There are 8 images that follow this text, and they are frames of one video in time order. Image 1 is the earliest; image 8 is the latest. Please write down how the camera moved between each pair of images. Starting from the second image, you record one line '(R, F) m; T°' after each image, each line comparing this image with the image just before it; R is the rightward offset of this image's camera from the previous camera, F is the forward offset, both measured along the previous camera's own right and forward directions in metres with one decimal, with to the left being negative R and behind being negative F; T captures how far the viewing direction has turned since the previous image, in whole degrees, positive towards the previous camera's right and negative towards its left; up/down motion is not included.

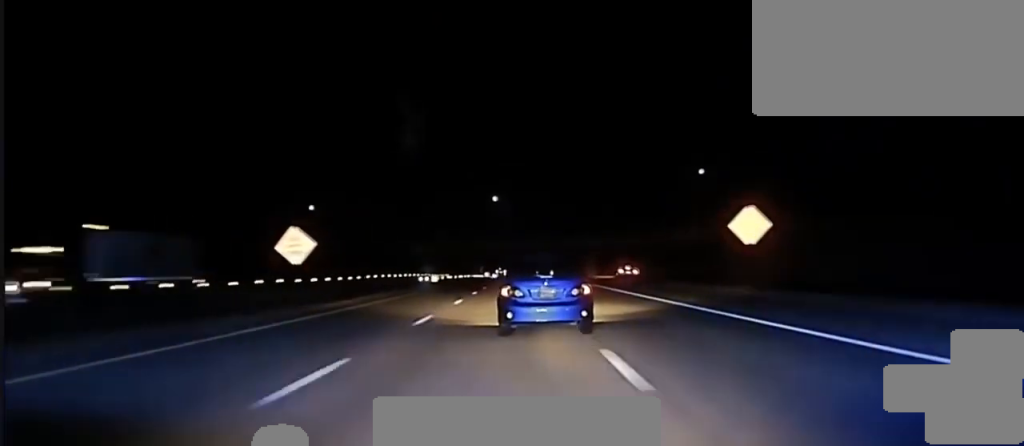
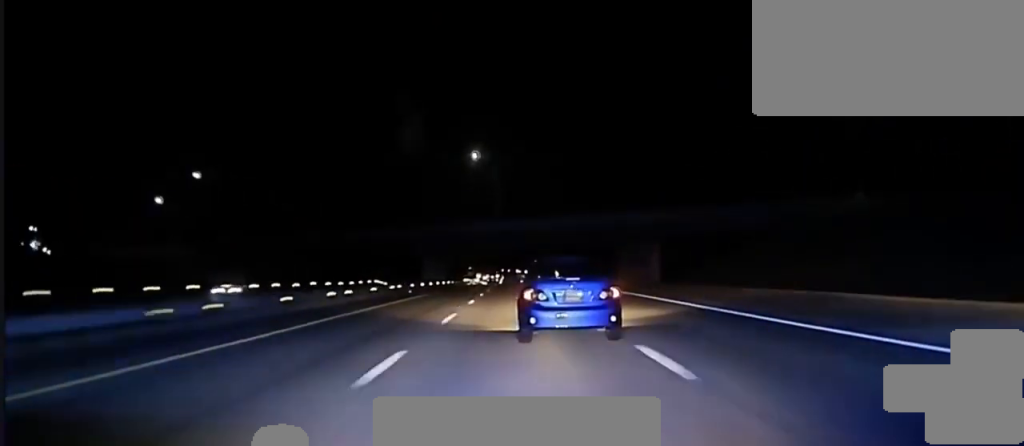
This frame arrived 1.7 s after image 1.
(+0.1, +90.3) m; 0°
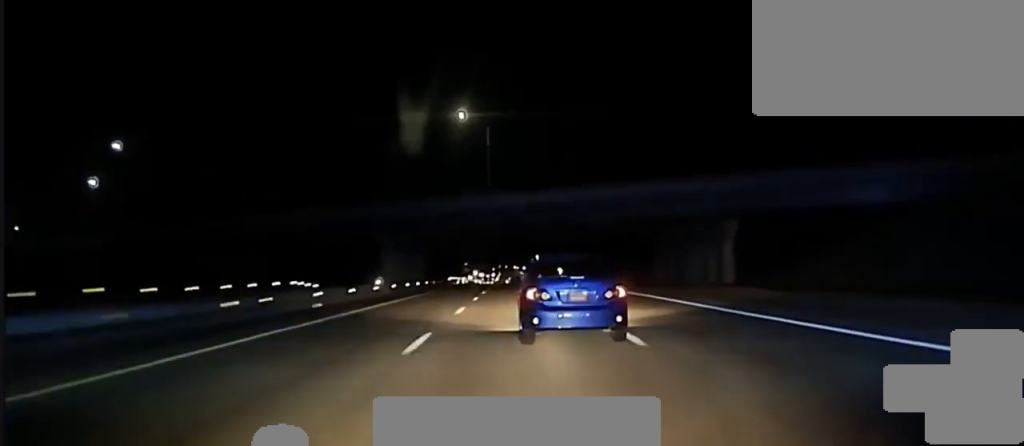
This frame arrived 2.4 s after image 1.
(0.0, +38.0) m; 0°
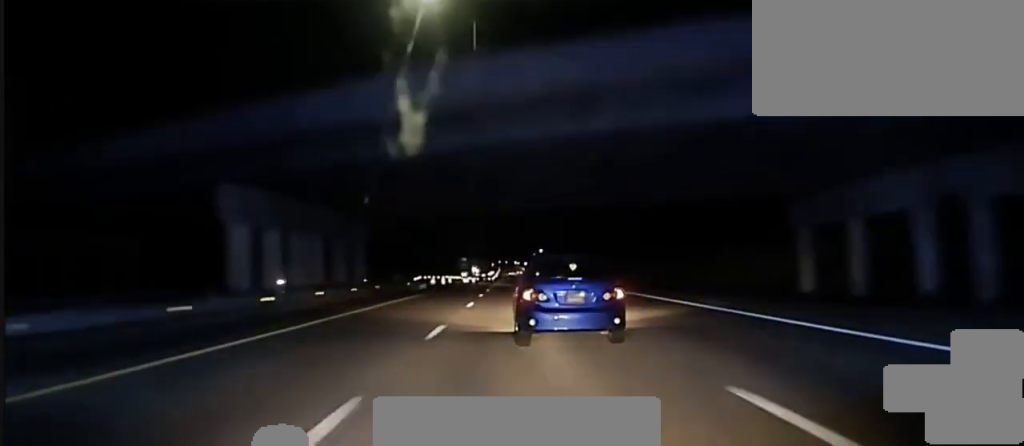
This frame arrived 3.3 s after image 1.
(+0.2, +49.0) m; 0°
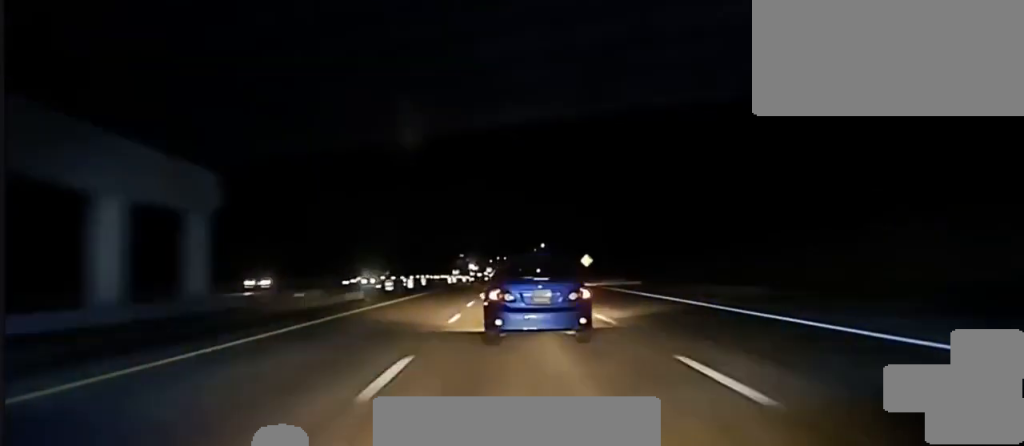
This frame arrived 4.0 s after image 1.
(0.0, +34.7) m; 0°
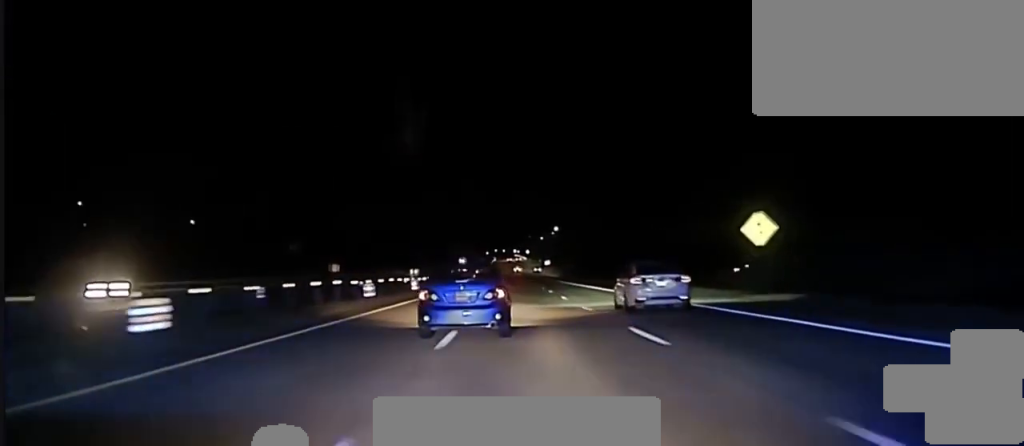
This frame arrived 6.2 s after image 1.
(-0.3, +99.1) m; 0°
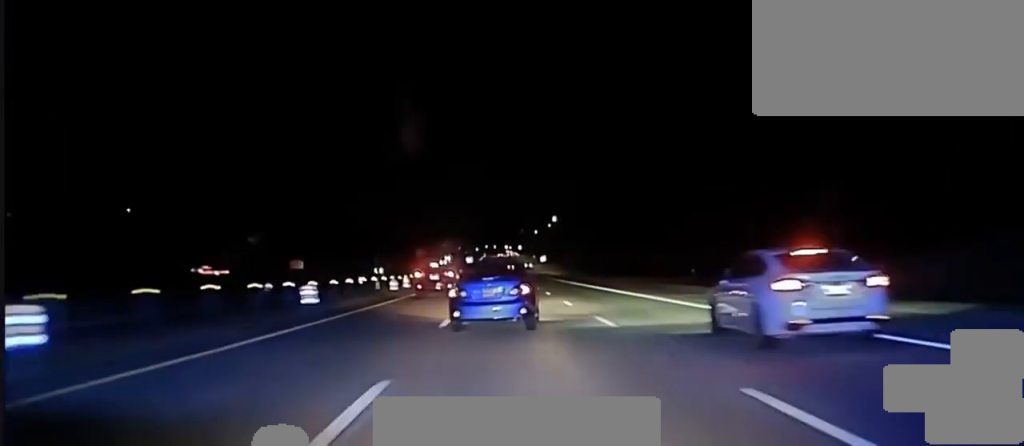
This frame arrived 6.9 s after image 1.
(+0.1, +30.7) m; 0°
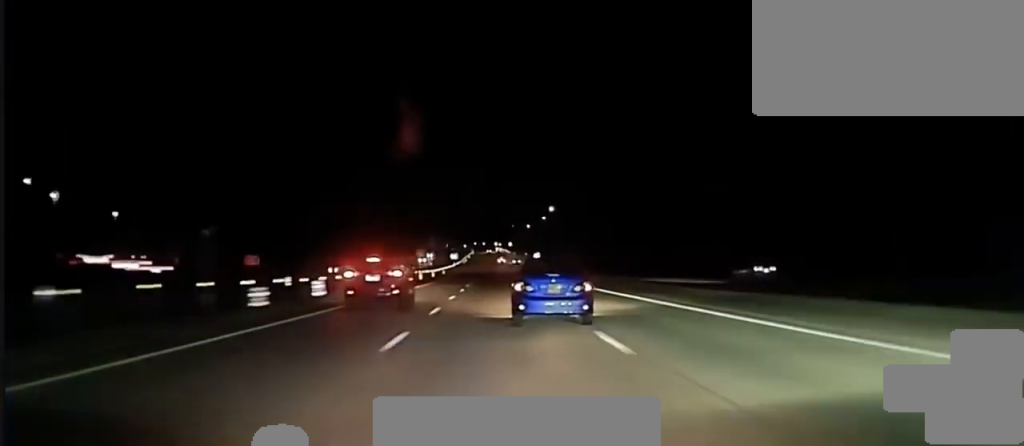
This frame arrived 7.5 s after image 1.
(+0.1, +28.6) m; 0°
